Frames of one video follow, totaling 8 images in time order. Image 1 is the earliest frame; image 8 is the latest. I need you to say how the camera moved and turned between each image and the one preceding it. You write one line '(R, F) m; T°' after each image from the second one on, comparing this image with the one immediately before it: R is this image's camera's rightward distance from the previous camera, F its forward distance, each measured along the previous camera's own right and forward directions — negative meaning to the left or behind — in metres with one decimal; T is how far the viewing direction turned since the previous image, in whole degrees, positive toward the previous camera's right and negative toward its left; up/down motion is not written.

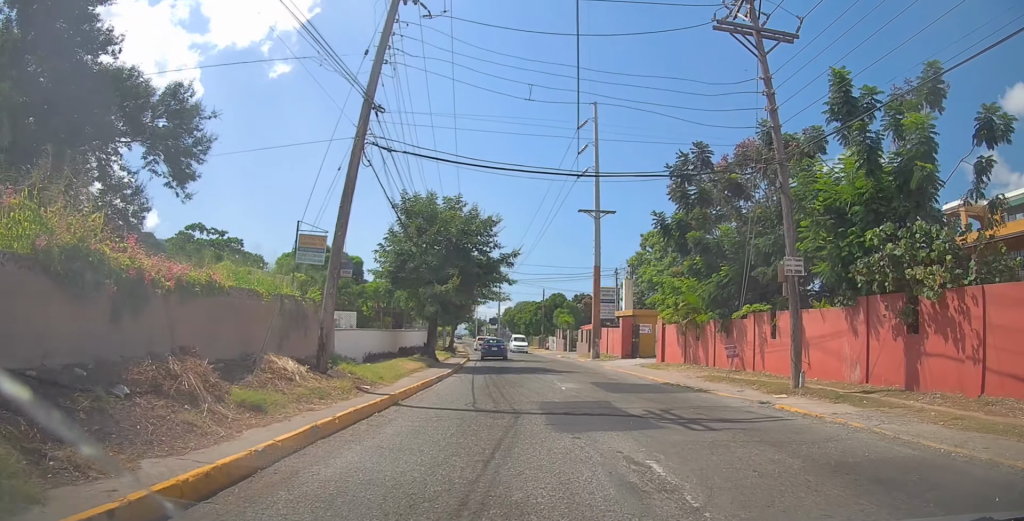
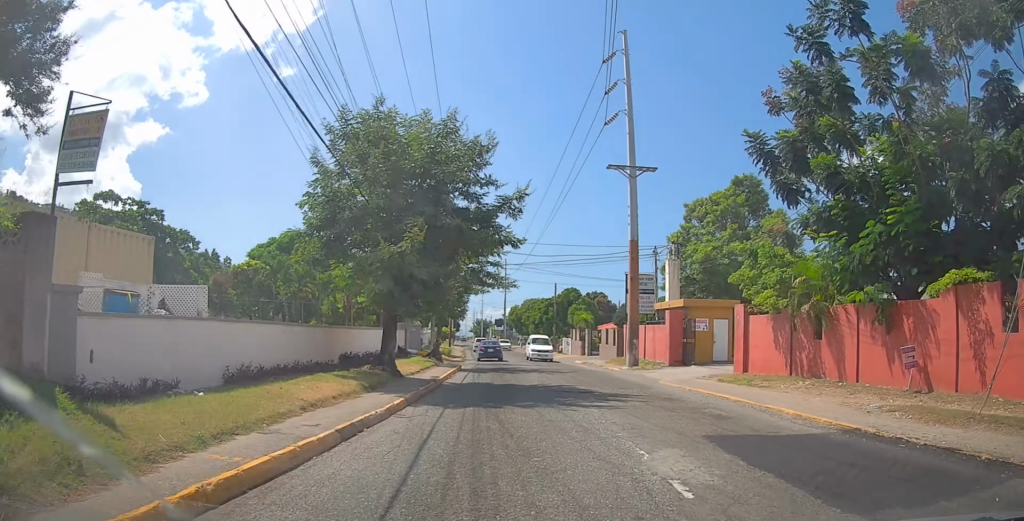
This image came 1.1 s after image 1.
(0.0, +10.5) m; +2°
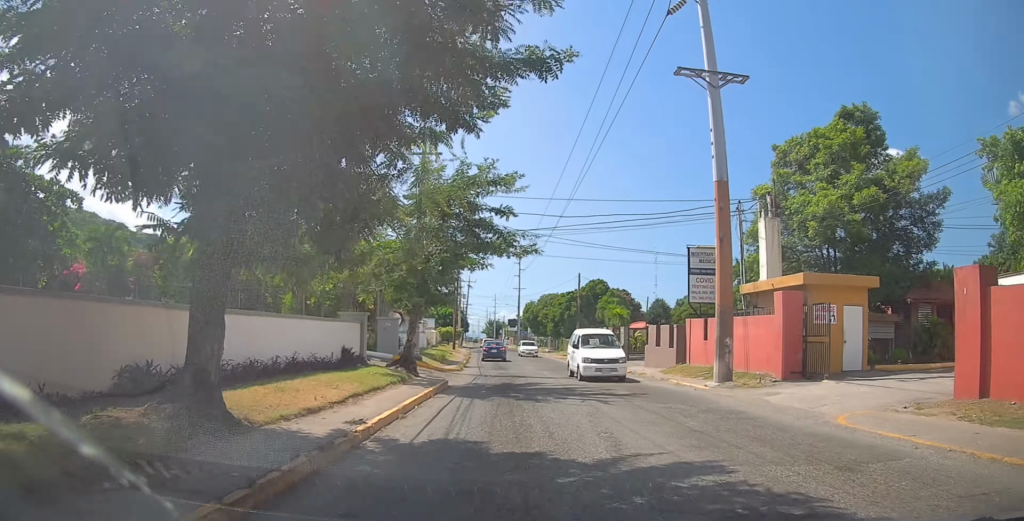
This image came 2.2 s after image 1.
(+0.4, +10.8) m; 0°
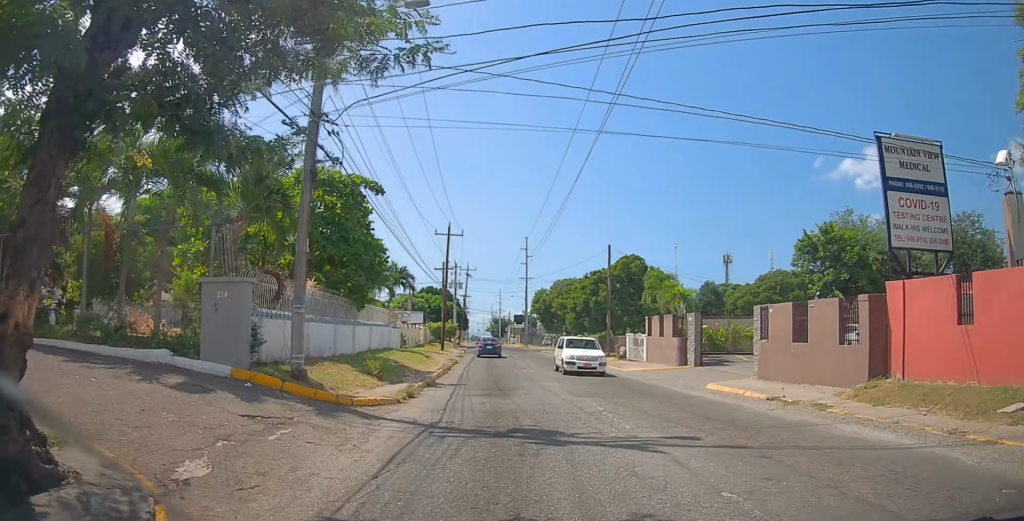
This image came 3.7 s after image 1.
(-0.5, +14.7) m; -2°
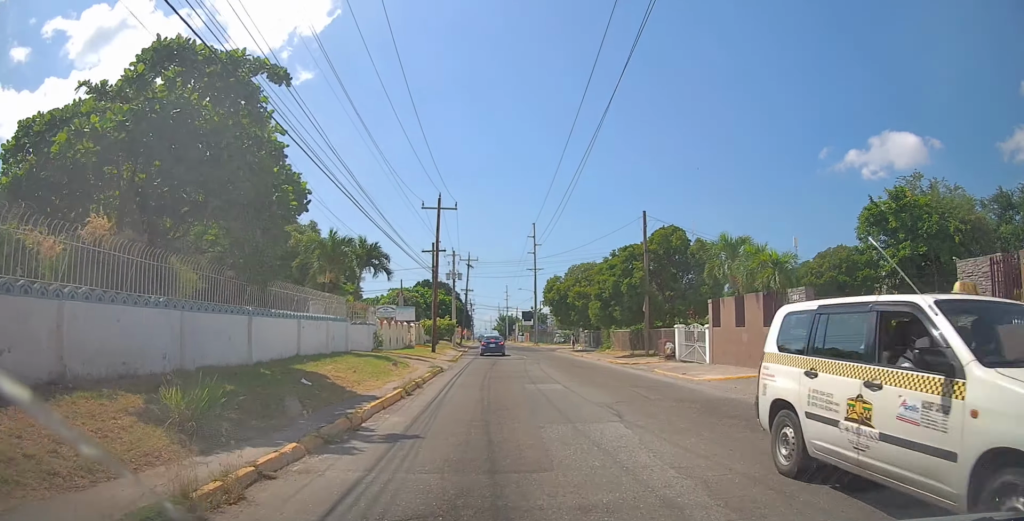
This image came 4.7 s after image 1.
(-0.1, +9.5) m; 0°
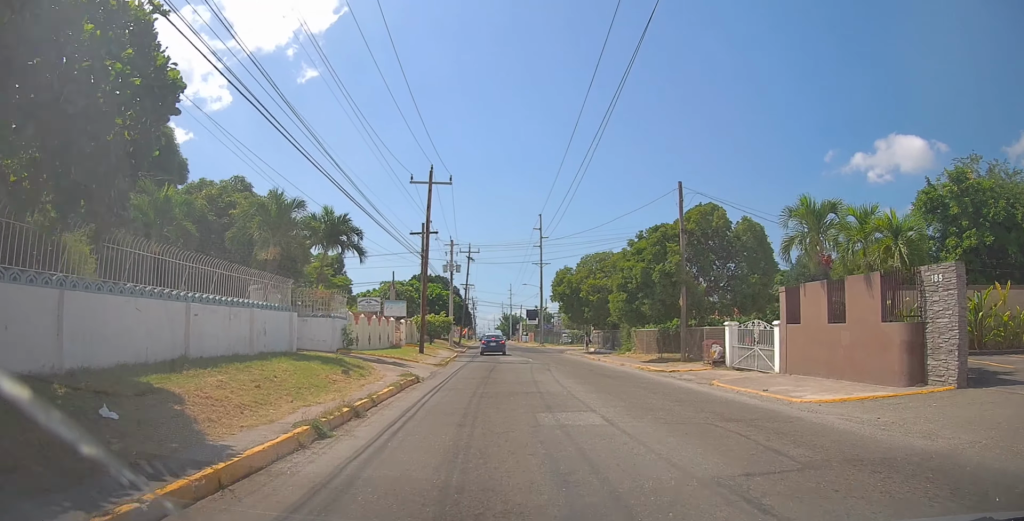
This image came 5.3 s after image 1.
(0.0, +6.1) m; -1°
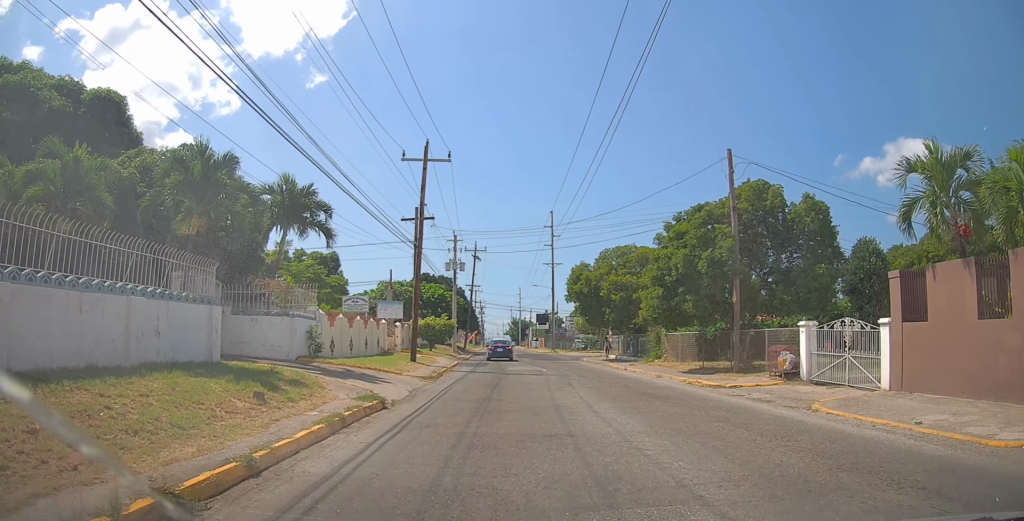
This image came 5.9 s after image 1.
(+0.1, +5.3) m; -1°
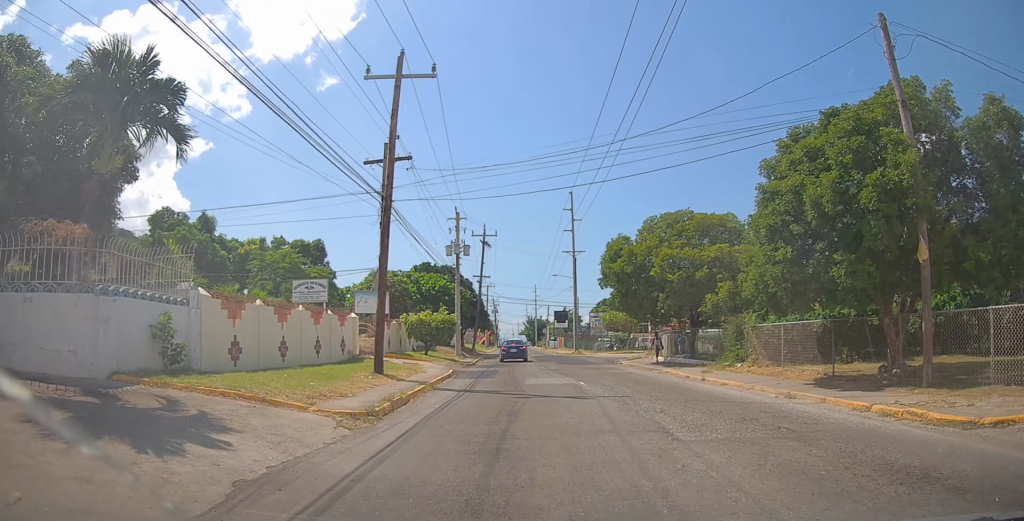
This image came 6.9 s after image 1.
(-0.3, +9.6) m; -3°
